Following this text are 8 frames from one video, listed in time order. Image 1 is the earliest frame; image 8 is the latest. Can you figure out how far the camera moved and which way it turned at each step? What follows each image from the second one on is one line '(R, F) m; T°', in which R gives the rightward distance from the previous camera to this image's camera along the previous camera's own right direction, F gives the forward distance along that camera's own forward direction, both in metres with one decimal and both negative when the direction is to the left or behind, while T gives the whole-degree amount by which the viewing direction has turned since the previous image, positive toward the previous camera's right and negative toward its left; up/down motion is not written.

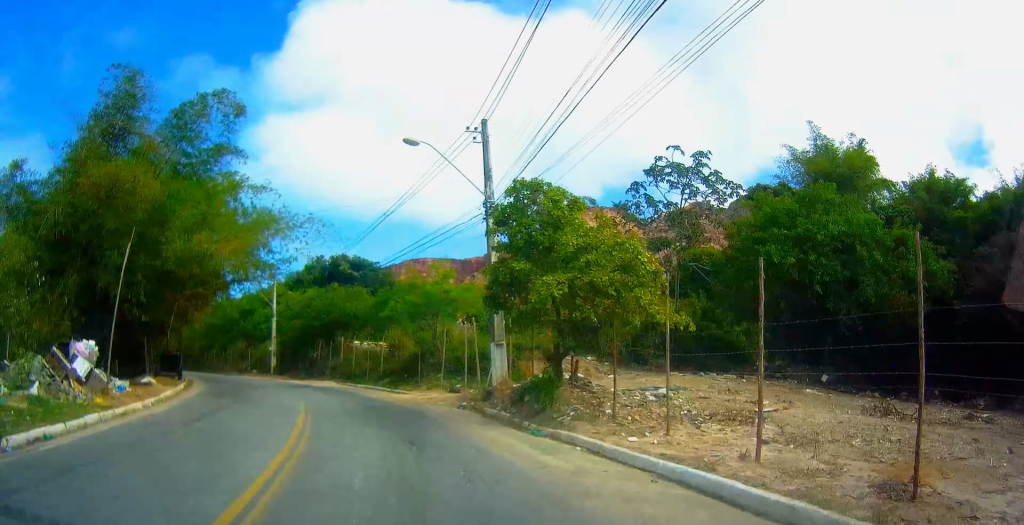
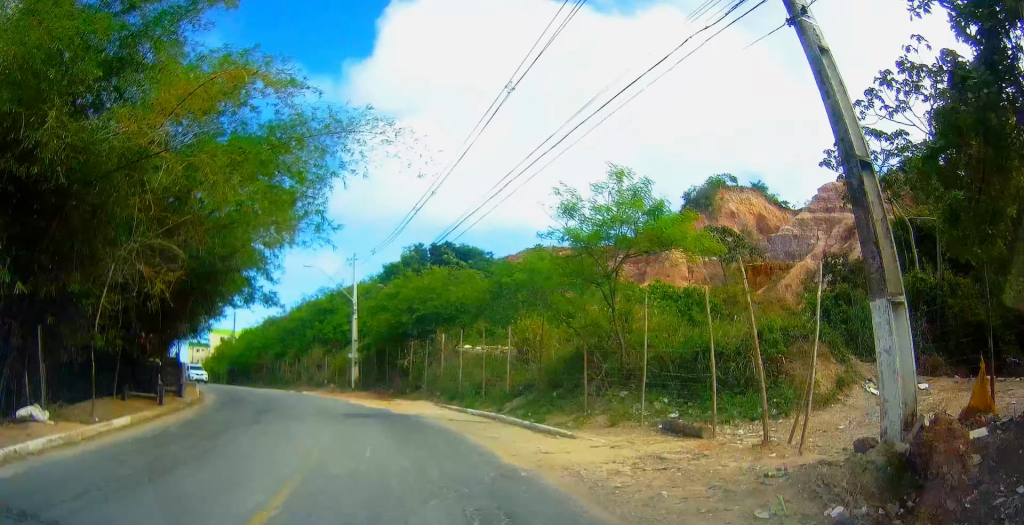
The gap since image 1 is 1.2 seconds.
(-0.9, +12.1) m; -9°
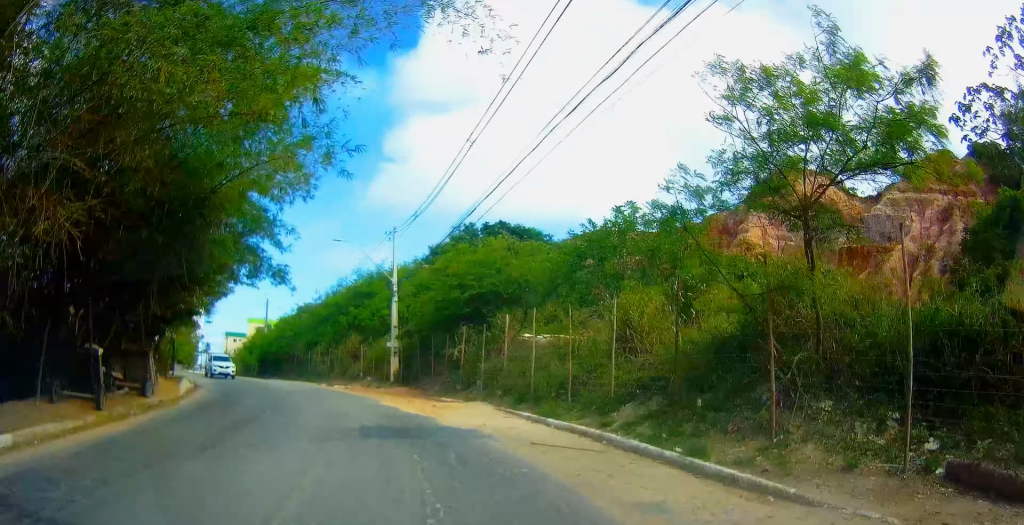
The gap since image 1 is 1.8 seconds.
(-0.1, +5.2) m; -5°
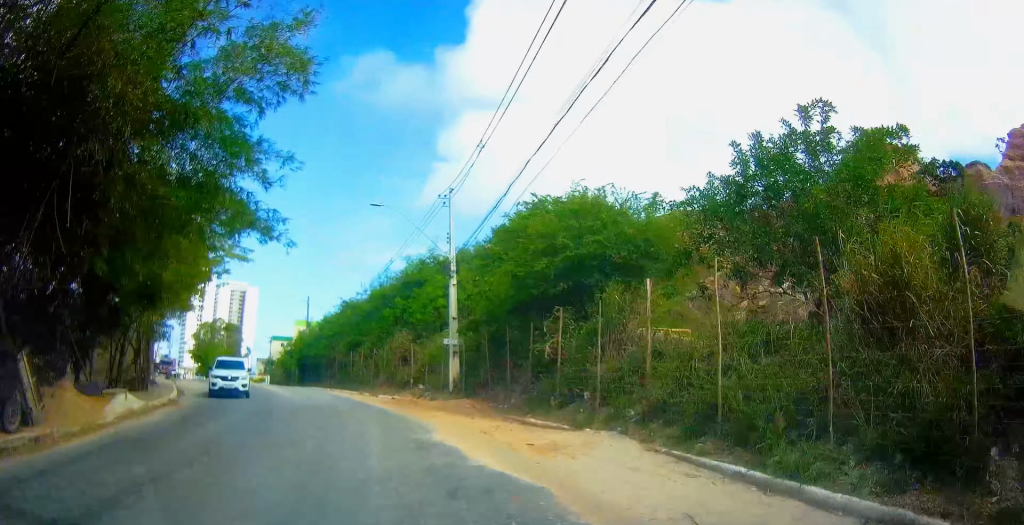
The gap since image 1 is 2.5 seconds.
(-0.5, +7.2) m; -4°
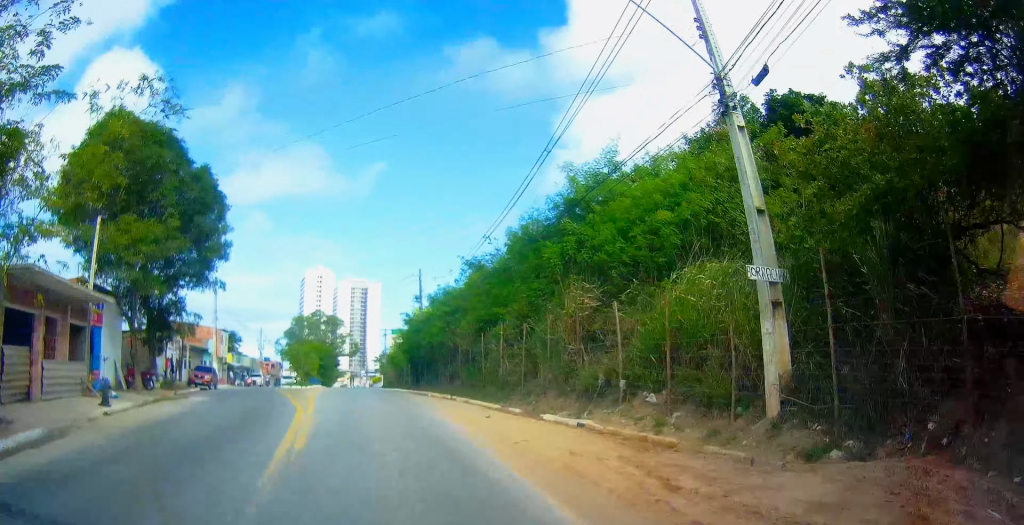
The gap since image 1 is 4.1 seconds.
(-1.1, +17.7) m; -9°
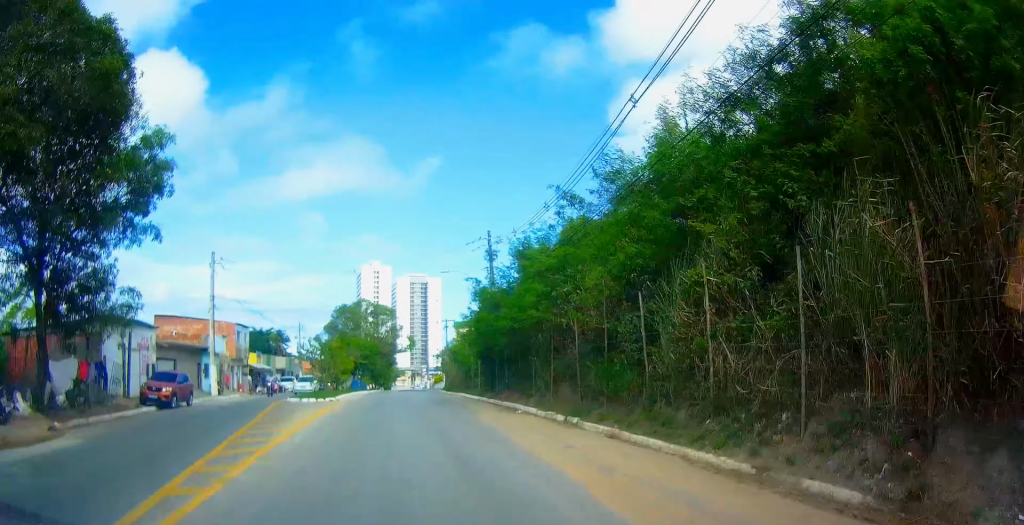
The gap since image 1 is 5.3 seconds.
(-1.5, +13.8) m; -9°
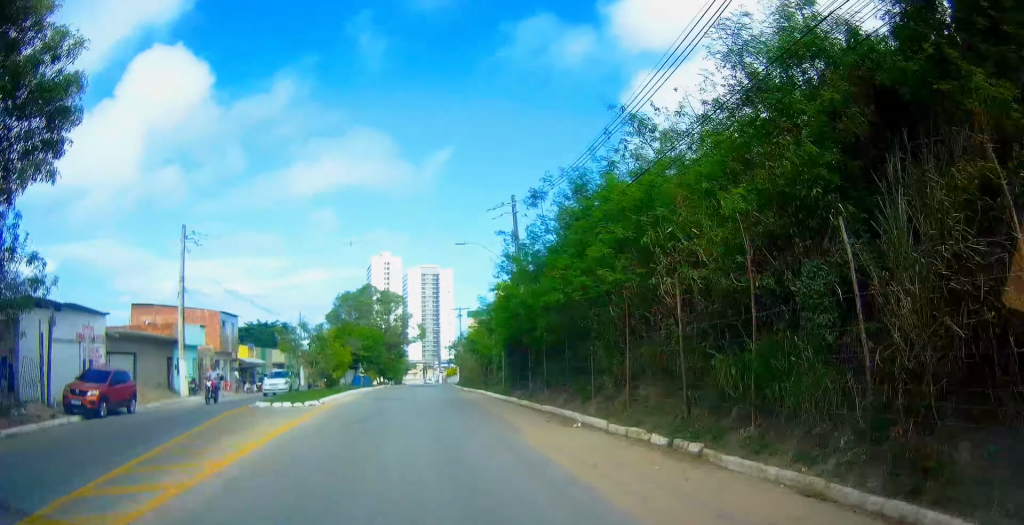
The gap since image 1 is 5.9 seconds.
(-0.4, +6.7) m; -2°
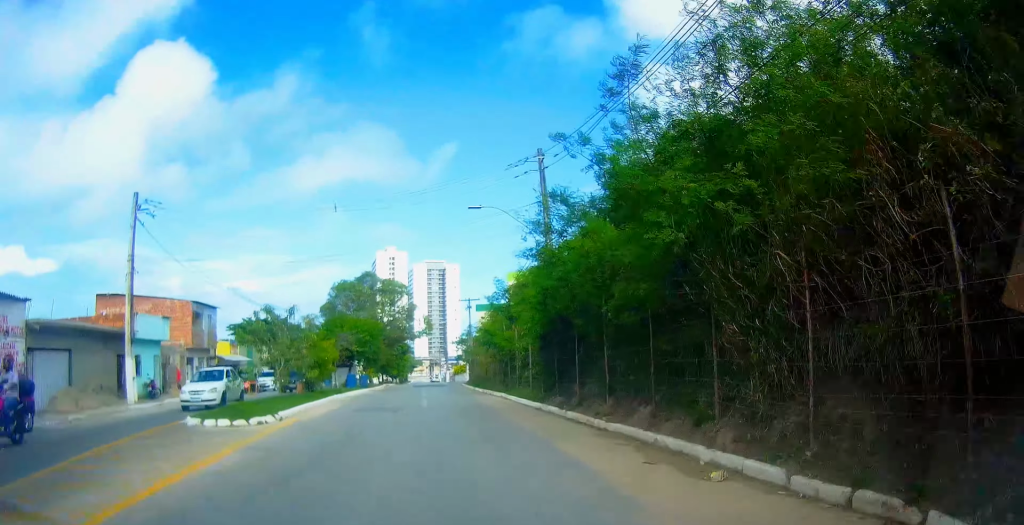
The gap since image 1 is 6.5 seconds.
(+0.2, +6.7) m; 0°
